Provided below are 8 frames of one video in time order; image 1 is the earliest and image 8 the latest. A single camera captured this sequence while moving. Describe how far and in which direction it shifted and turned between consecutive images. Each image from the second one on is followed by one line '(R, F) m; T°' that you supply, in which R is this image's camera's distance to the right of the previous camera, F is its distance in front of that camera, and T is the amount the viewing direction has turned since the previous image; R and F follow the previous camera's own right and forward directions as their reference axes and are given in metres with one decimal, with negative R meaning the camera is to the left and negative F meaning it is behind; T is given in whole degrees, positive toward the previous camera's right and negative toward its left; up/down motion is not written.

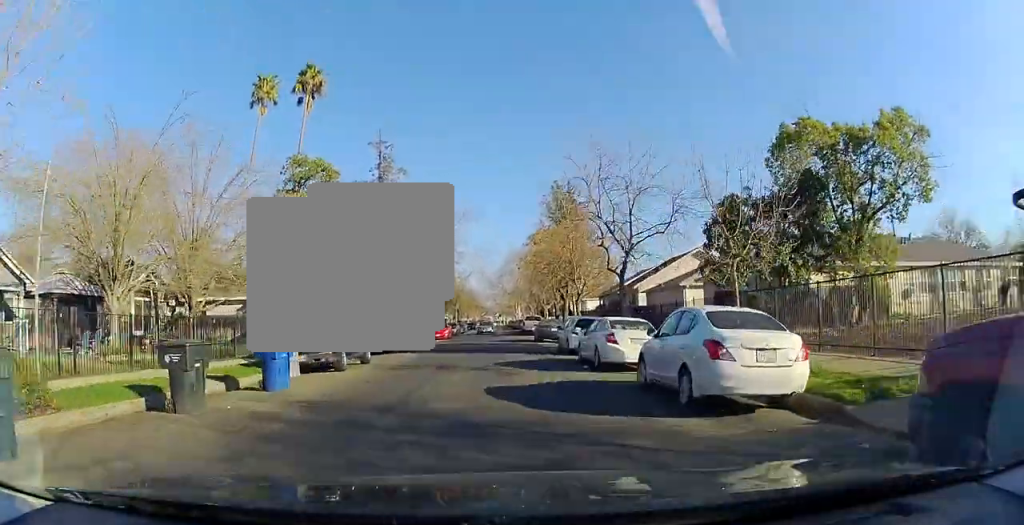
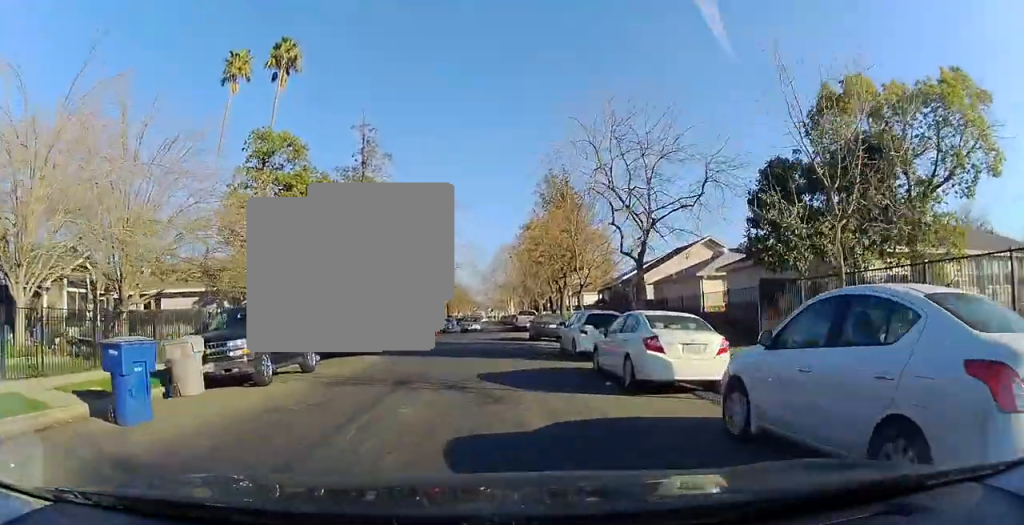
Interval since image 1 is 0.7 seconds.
(+0.1, +4.8) m; +1°
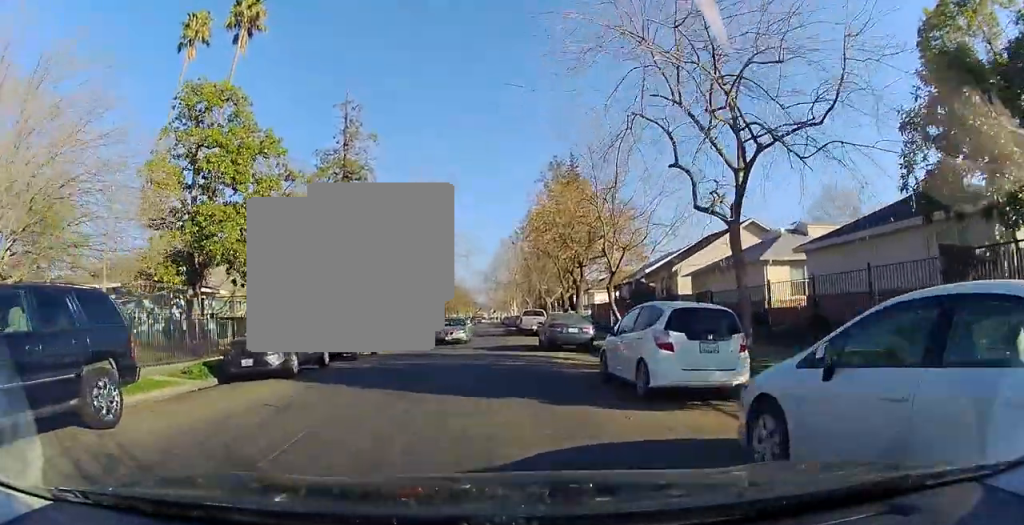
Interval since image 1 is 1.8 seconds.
(0.0, +8.2) m; -3°
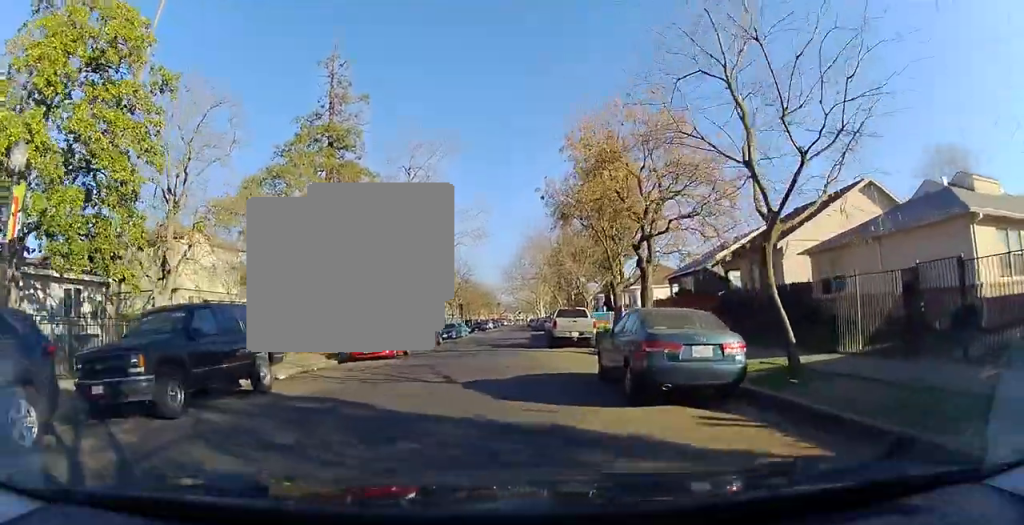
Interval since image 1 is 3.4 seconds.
(-0.4, +11.9) m; -2°
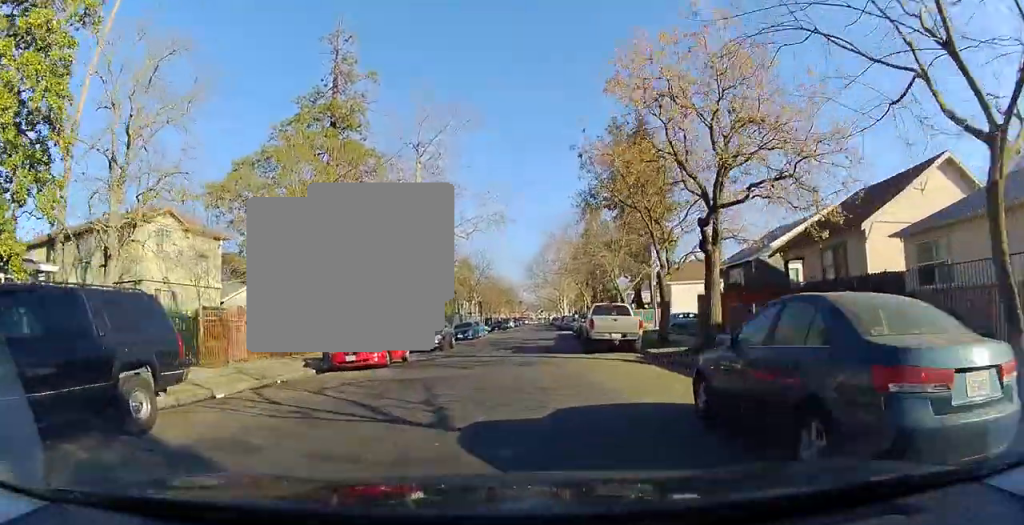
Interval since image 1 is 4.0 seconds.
(0.0, +4.9) m; -1°
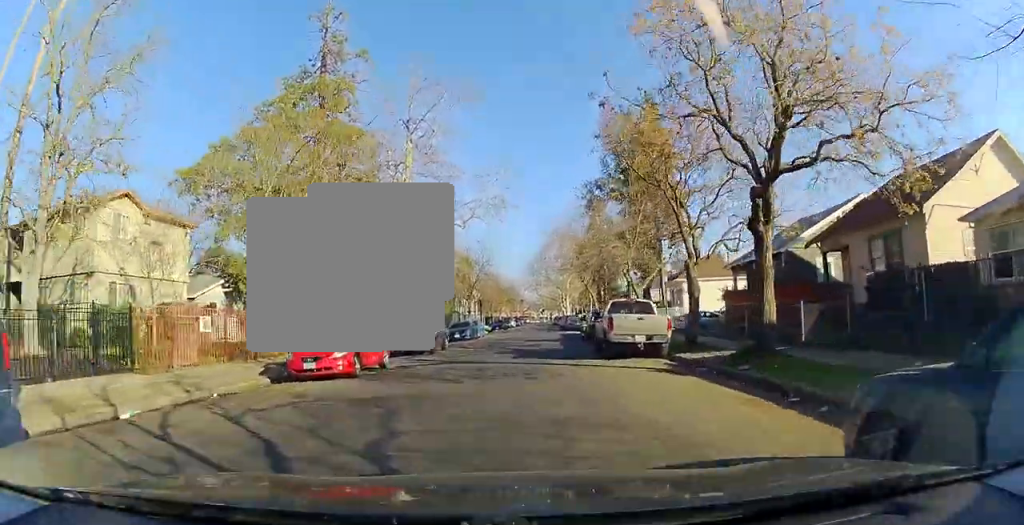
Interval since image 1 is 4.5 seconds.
(0.0, +3.4) m; 0°
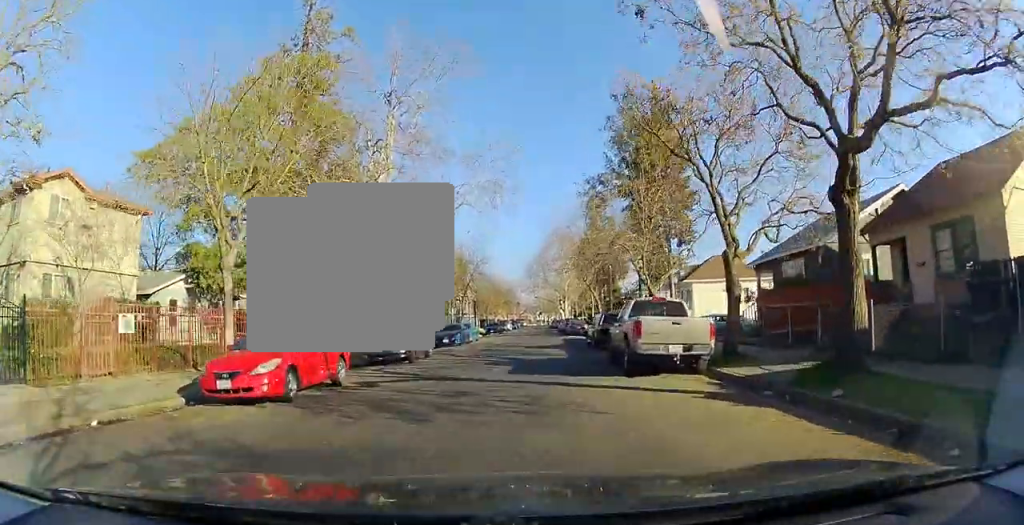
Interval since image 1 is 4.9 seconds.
(-0.1, +3.9) m; +1°
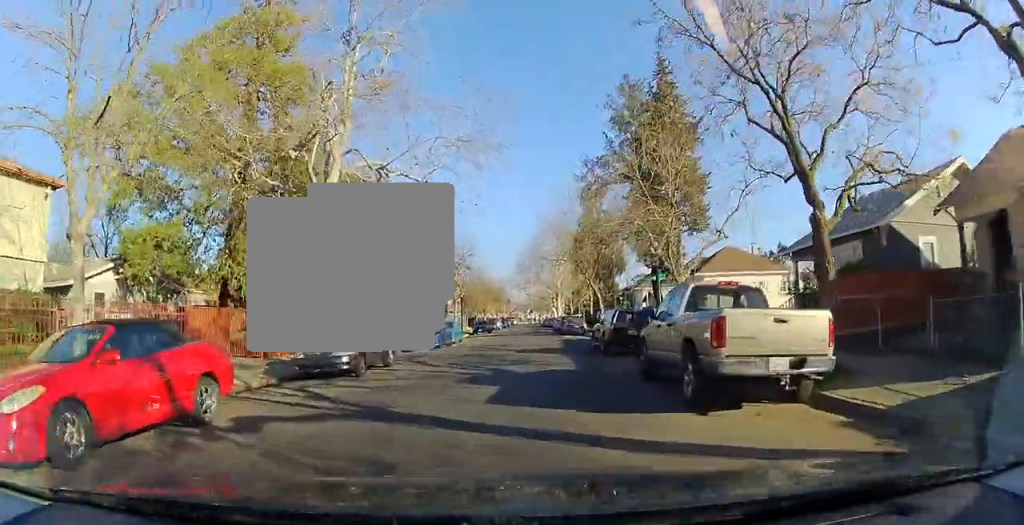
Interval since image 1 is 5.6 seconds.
(0.0, +5.3) m; +1°
